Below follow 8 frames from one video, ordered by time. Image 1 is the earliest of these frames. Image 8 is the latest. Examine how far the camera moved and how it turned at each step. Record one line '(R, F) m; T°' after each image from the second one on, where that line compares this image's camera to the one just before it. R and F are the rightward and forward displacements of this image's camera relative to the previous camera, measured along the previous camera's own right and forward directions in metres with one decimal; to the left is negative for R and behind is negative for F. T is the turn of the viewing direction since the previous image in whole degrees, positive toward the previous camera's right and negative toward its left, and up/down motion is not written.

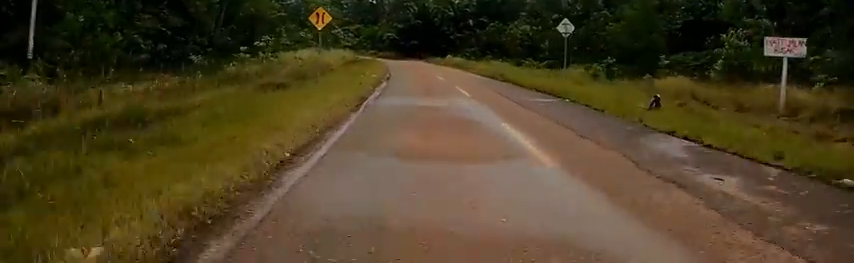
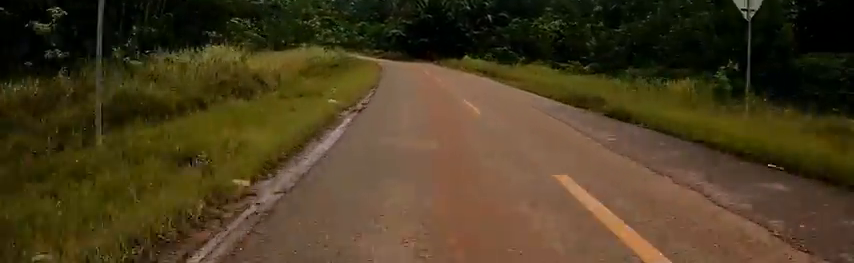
(0.0, +10.7) m; 0°
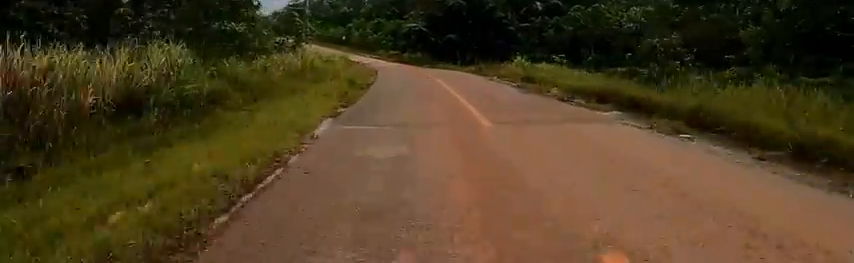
(0.0, +15.5) m; -1°
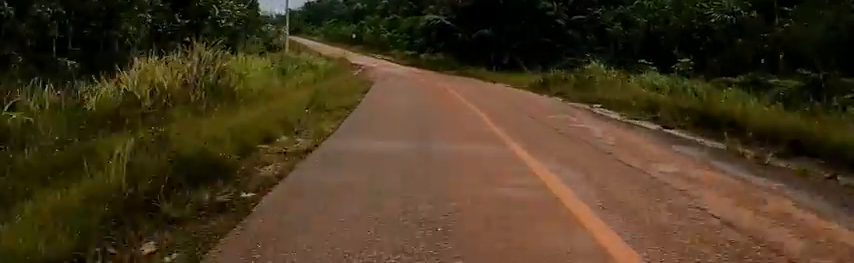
(0.0, +9.0) m; -8°
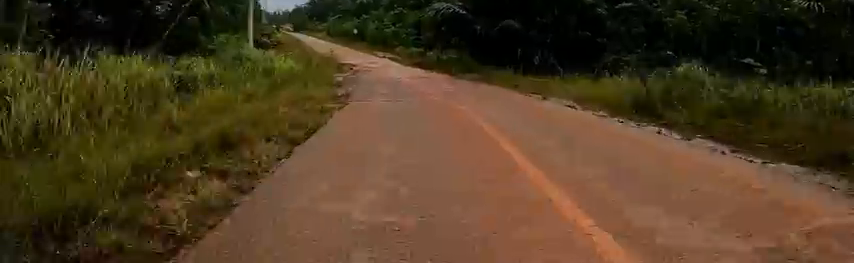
(-0.9, +5.6) m; -5°
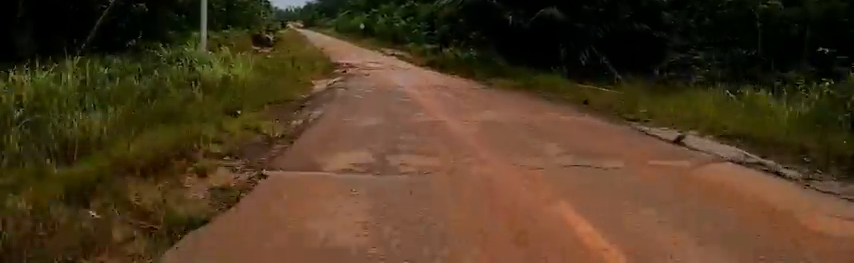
(-0.1, +4.8) m; -1°
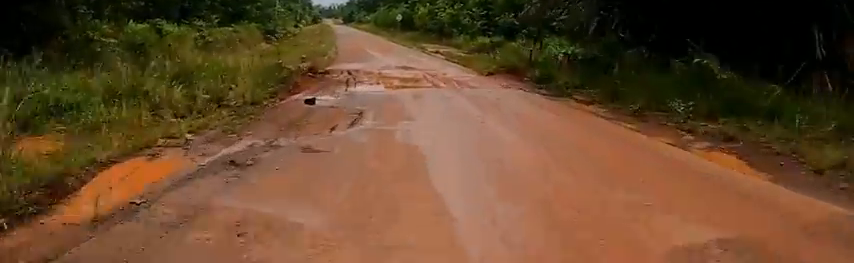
(+0.4, +9.2) m; +3°
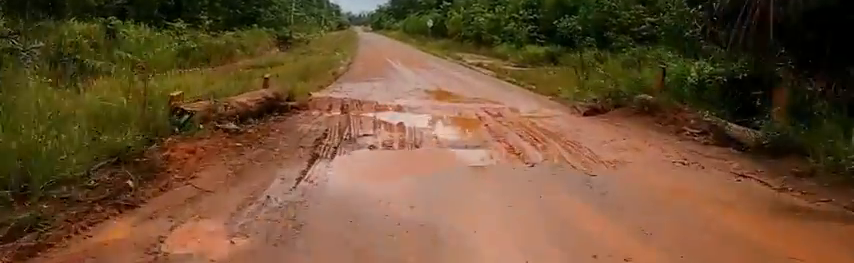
(0.0, +4.2) m; +3°
